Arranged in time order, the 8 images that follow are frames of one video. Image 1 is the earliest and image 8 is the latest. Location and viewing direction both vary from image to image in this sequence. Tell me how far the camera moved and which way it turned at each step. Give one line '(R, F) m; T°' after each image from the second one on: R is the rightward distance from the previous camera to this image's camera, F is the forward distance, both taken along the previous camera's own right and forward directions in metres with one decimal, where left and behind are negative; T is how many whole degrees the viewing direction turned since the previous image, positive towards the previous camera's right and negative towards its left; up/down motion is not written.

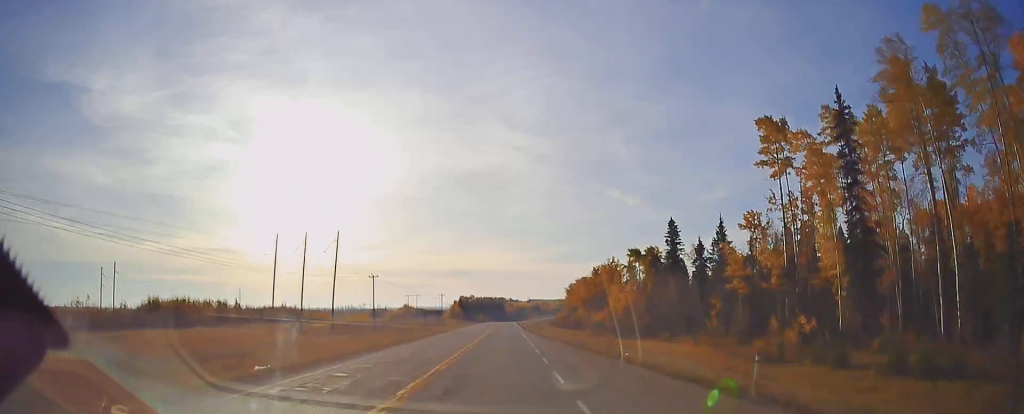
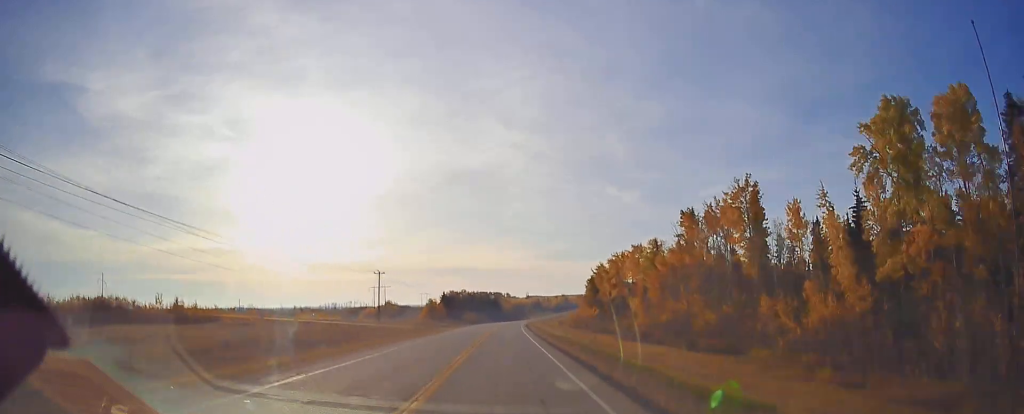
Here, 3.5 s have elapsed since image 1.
(+0.4, +93.5) m; +1°
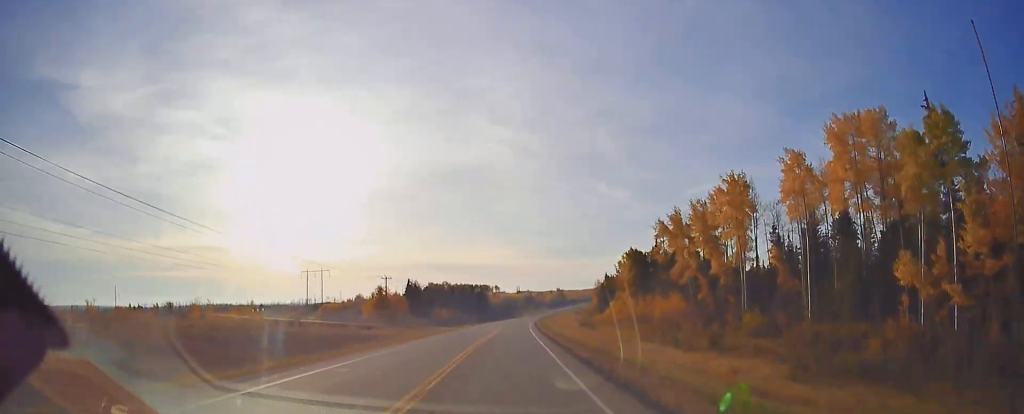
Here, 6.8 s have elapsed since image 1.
(+1.0, +88.8) m; +1°
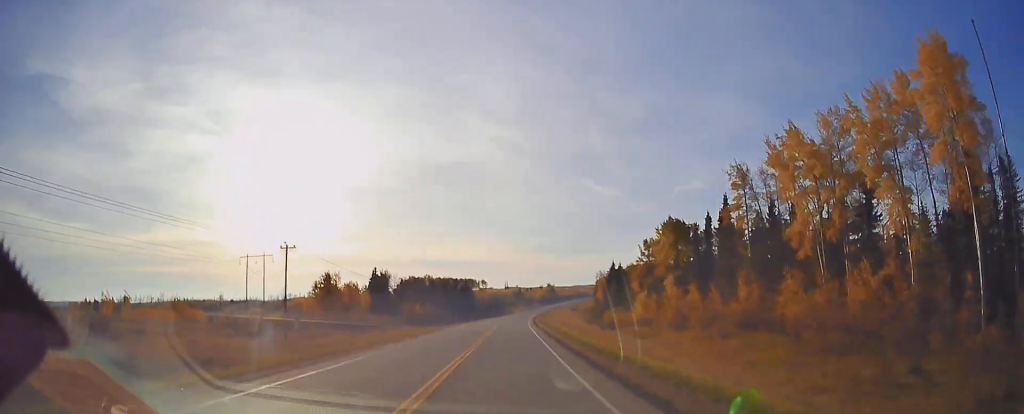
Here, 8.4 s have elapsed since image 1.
(+0.2, +43.2) m; +1°
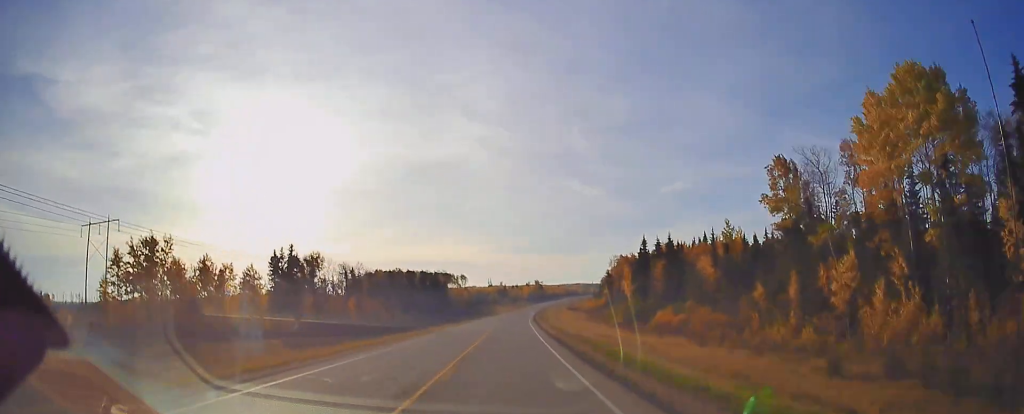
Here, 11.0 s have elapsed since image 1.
(+0.8, +70.4) m; +1°
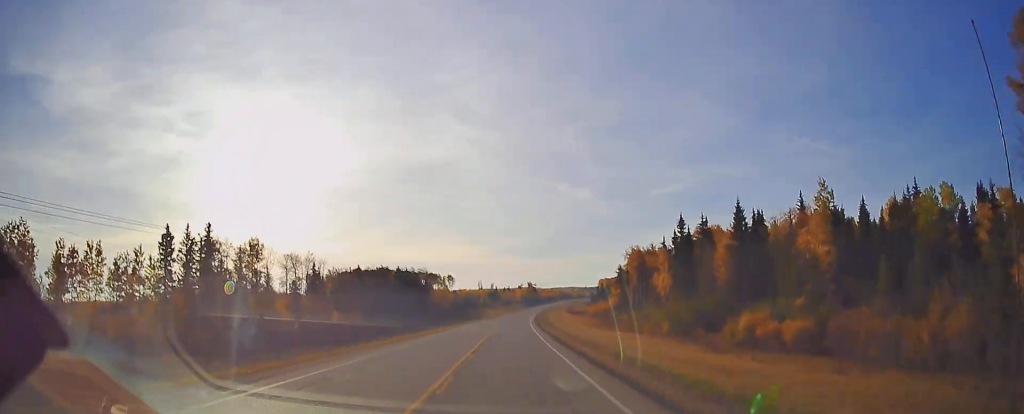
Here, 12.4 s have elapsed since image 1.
(+0.4, +38.0) m; +1°
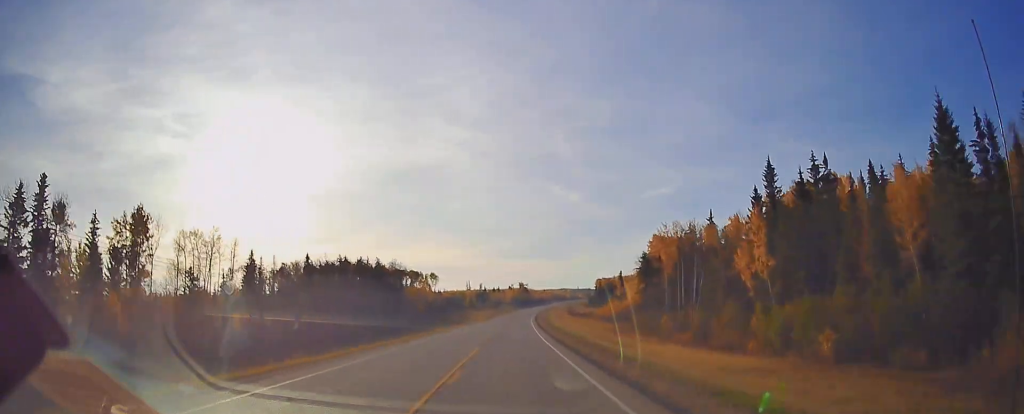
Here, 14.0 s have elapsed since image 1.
(+0.1, +43.4) m; +1°
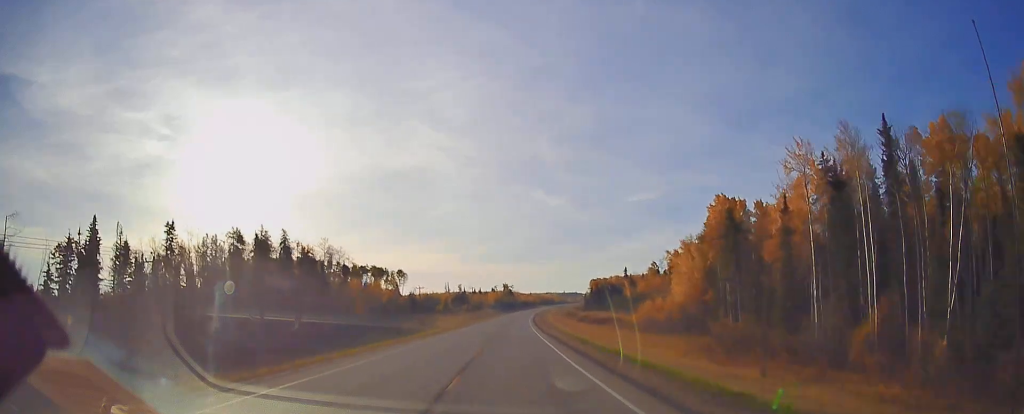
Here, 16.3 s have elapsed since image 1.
(+1.0, +62.7) m; +2°
